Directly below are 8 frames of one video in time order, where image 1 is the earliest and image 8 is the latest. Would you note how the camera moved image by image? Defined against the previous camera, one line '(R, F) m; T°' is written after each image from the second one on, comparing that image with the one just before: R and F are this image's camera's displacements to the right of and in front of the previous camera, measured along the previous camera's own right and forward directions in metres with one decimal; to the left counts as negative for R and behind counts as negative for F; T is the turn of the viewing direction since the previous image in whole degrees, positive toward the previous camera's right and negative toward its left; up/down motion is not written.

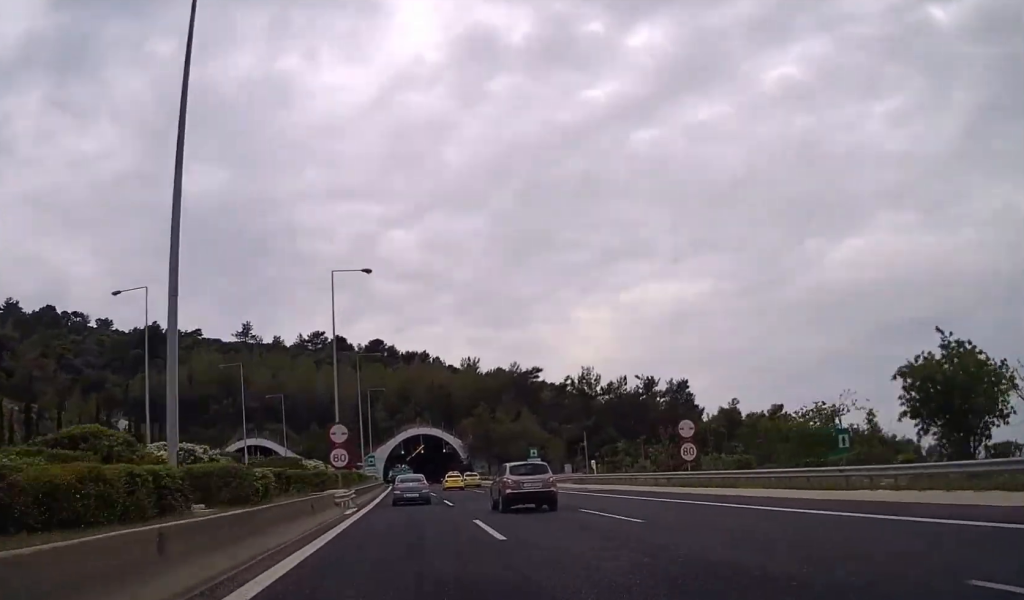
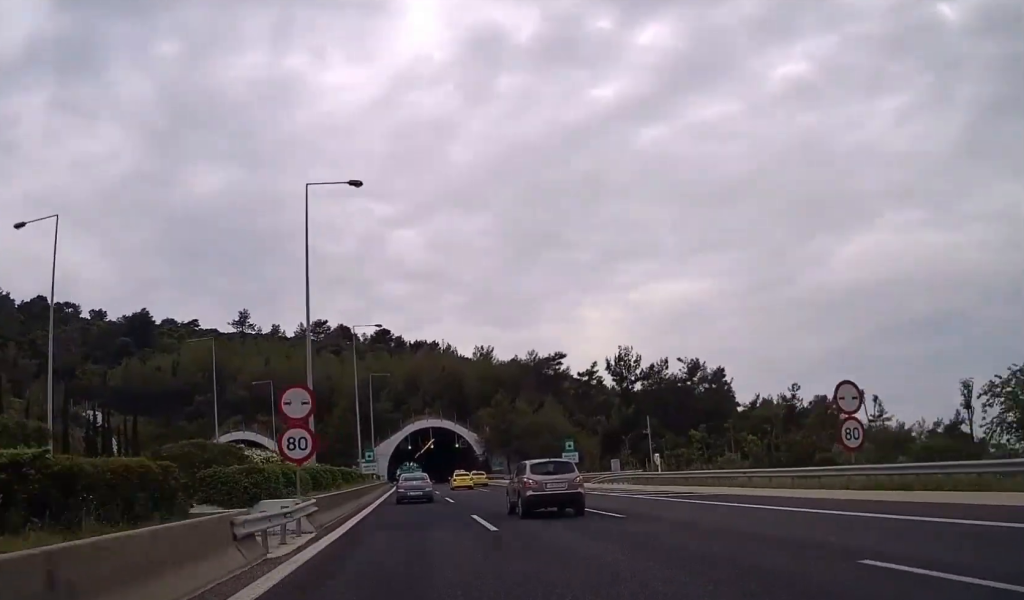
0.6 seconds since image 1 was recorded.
(-0.3, +15.7) m; -1°
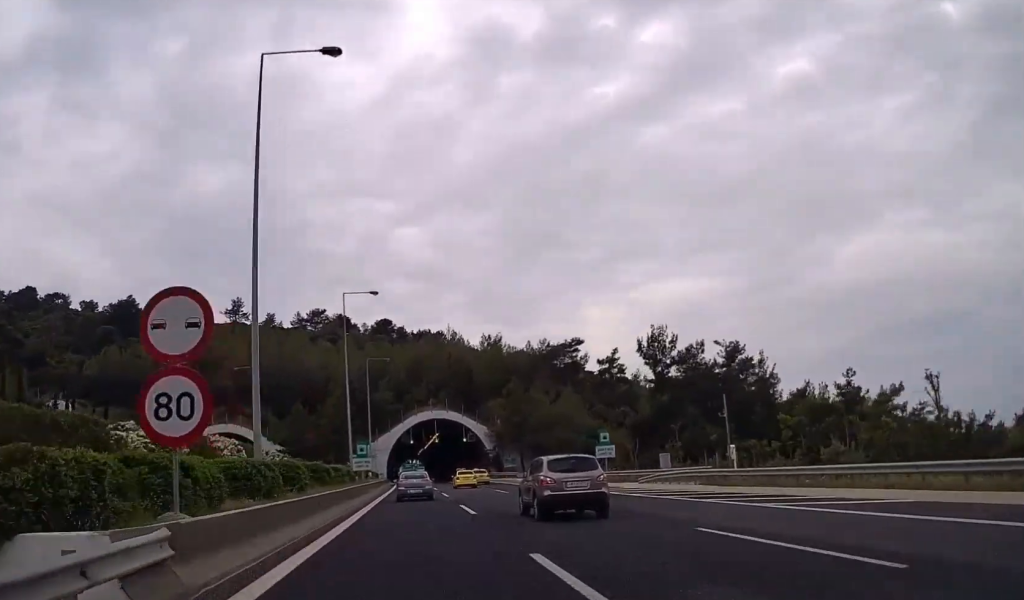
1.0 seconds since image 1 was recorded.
(+0.1, +12.2) m; 0°
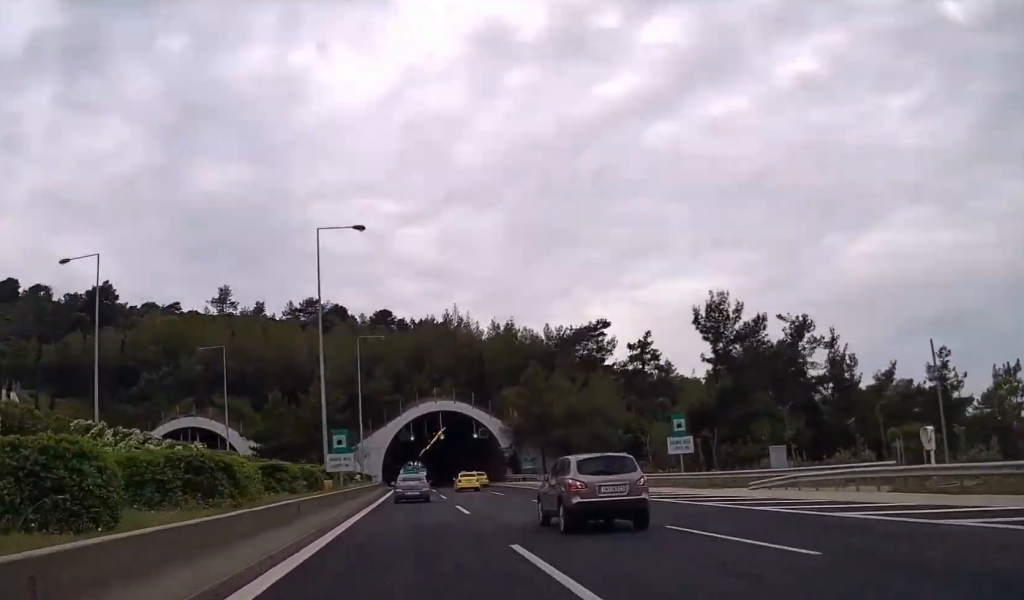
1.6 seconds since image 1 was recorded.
(+0.1, +16.9) m; 0°
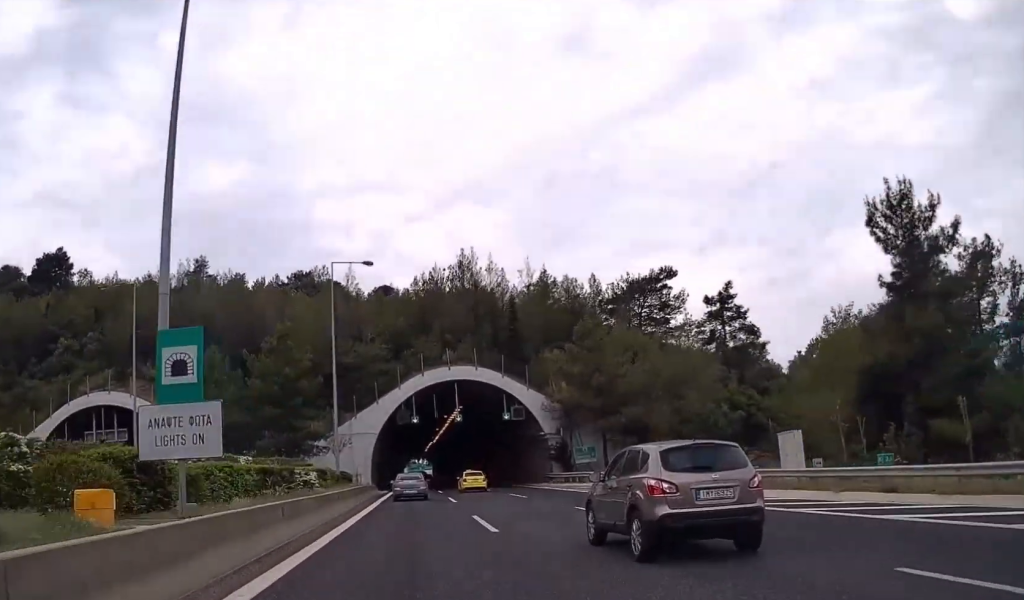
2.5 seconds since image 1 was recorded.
(0.0, +26.5) m; 0°
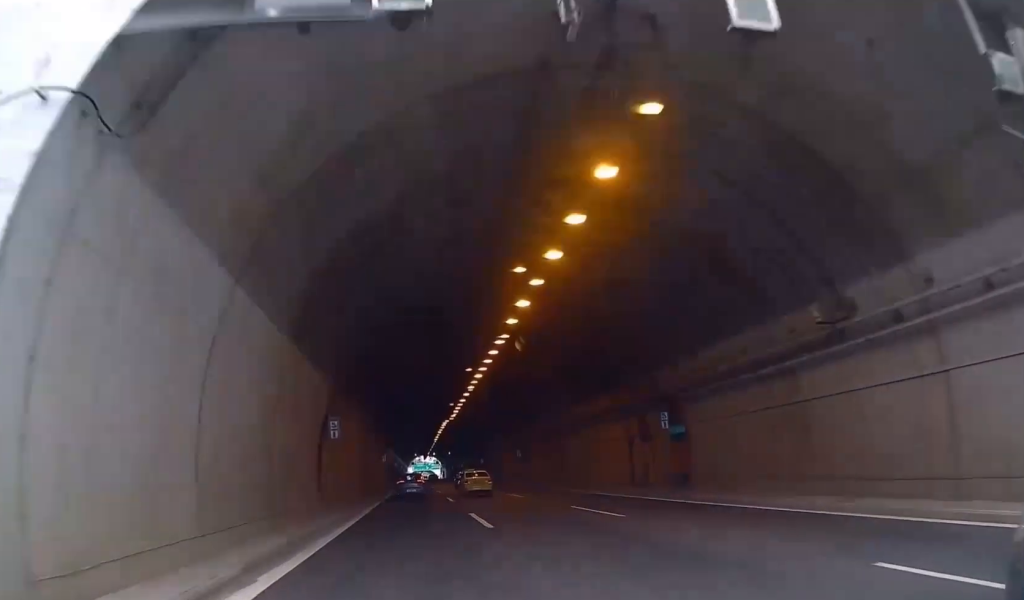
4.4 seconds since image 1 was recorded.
(+0.1, +53.8) m; +1°
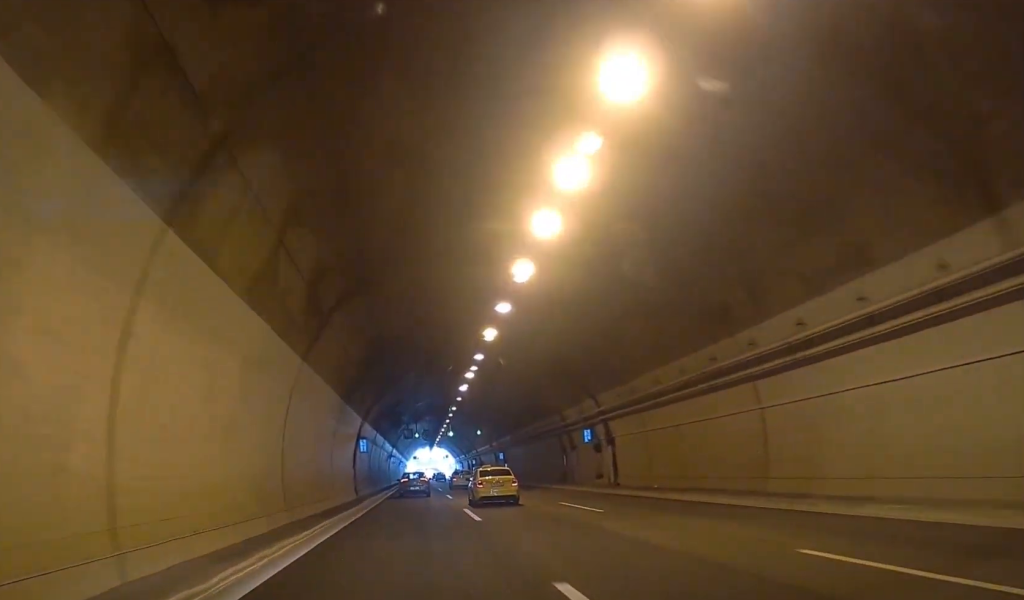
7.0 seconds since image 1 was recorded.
(+1.0, +71.9) m; +1°
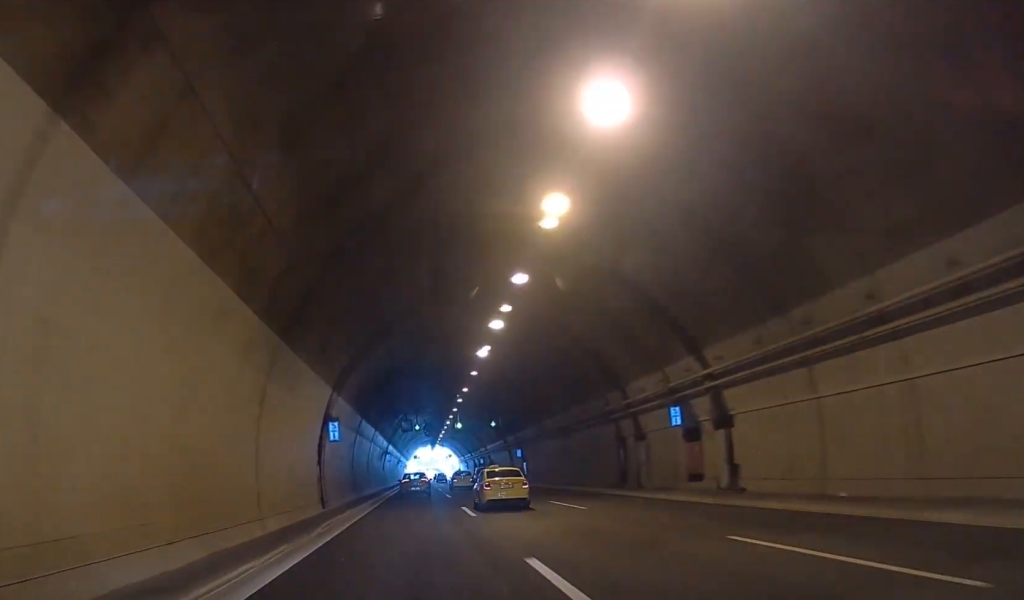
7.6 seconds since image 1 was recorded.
(0.0, +15.6) m; 0°
